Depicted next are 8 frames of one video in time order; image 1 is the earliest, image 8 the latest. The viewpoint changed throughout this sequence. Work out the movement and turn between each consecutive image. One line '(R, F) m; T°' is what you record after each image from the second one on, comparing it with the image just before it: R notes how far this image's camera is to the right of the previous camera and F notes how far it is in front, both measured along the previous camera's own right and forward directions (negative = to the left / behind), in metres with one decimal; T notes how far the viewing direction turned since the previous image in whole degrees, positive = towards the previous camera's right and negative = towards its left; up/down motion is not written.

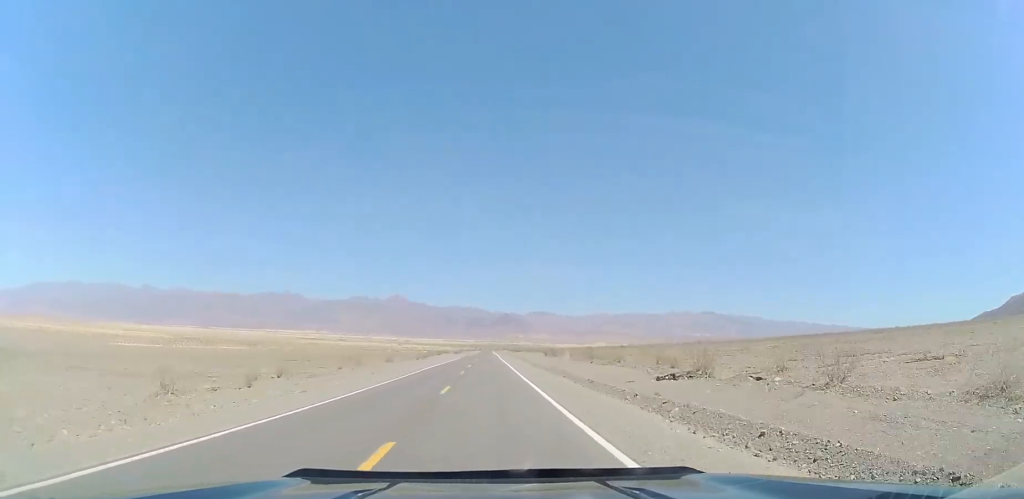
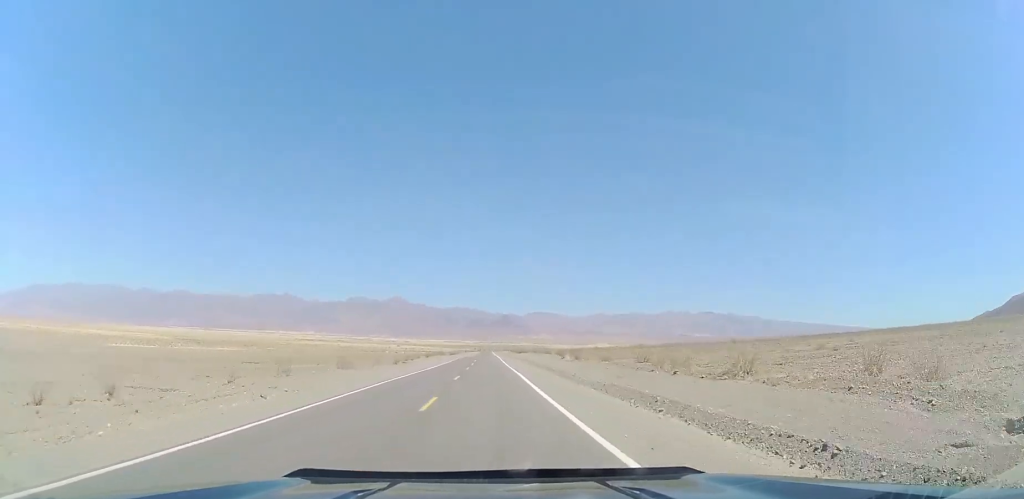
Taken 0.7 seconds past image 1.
(-0.1, +20.1) m; 0°
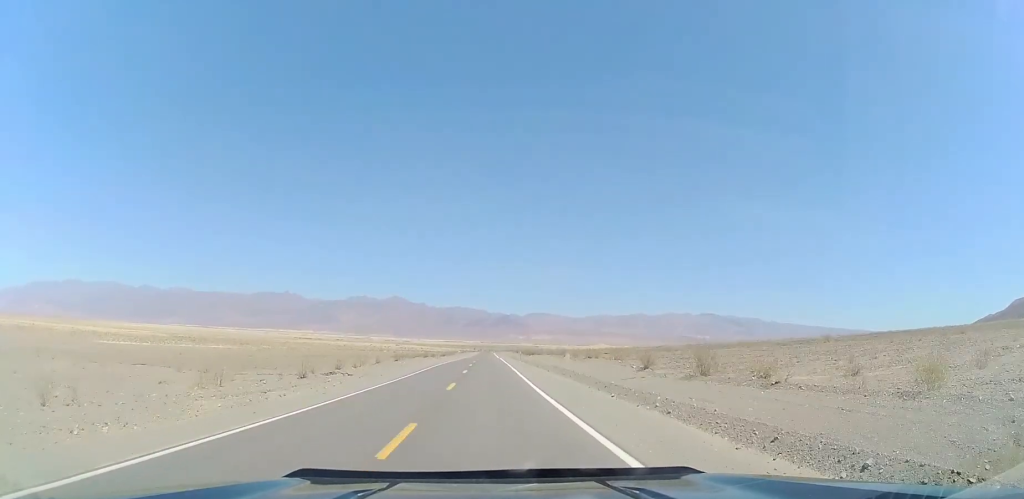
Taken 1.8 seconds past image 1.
(+0.4, +35.2) m; 0°
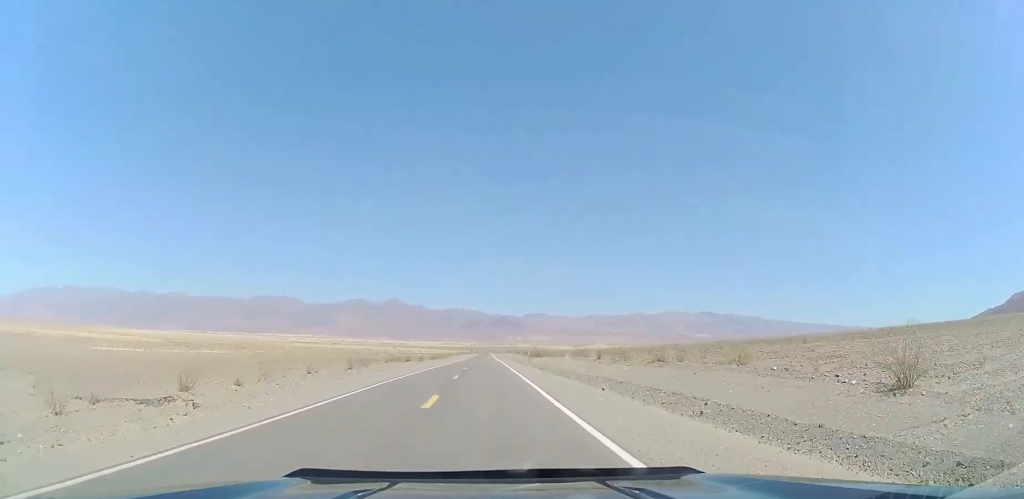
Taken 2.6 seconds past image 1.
(-0.2, +22.2) m; -1°
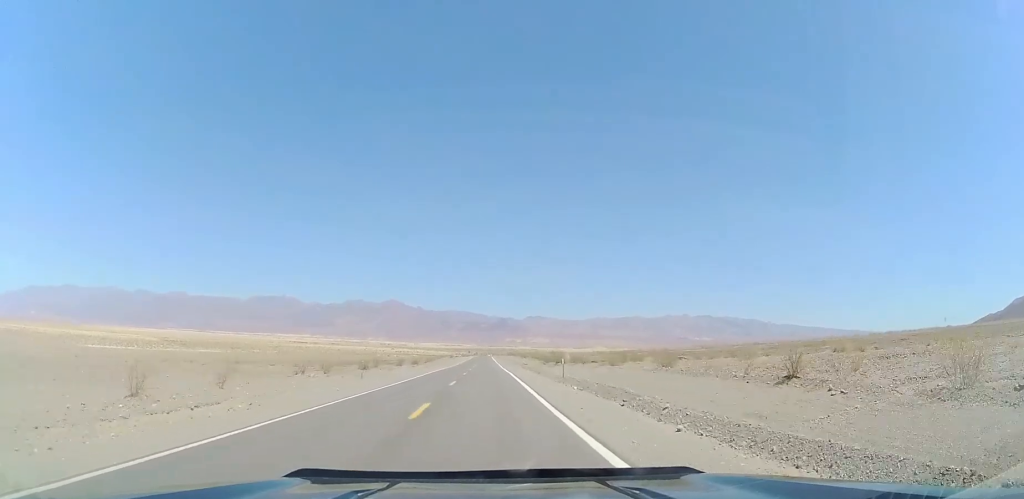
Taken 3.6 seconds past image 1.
(-0.2, +30.5) m; +1°
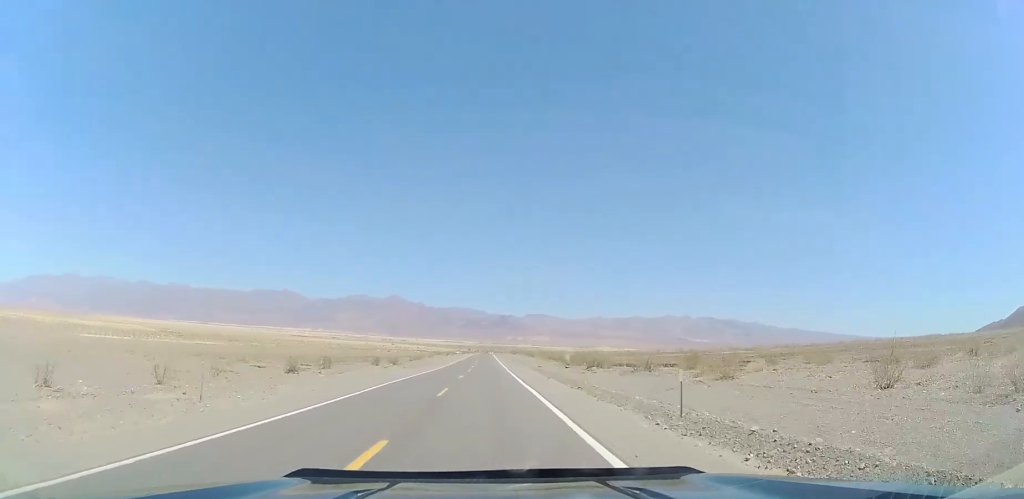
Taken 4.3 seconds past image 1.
(+0.5, +22.4) m; 0°
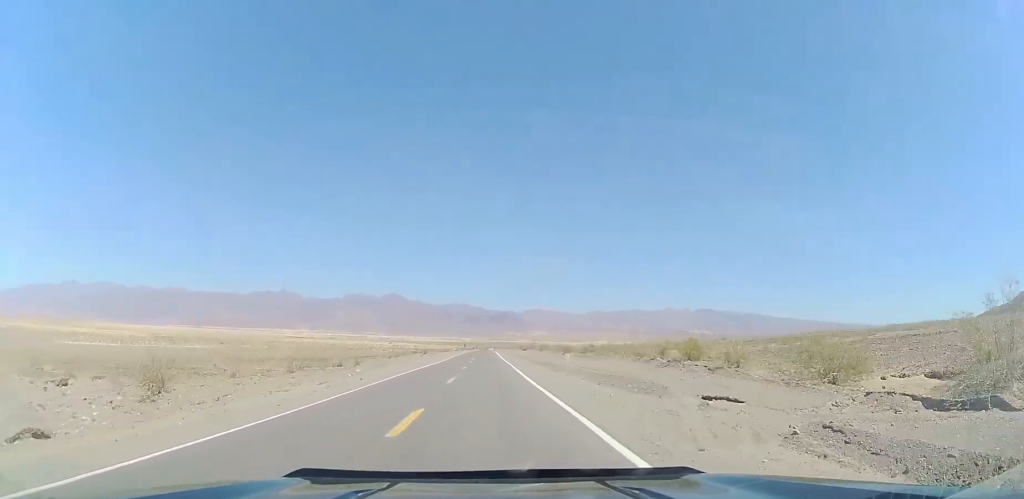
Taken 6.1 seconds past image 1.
(-0.7, +54.1) m; 0°
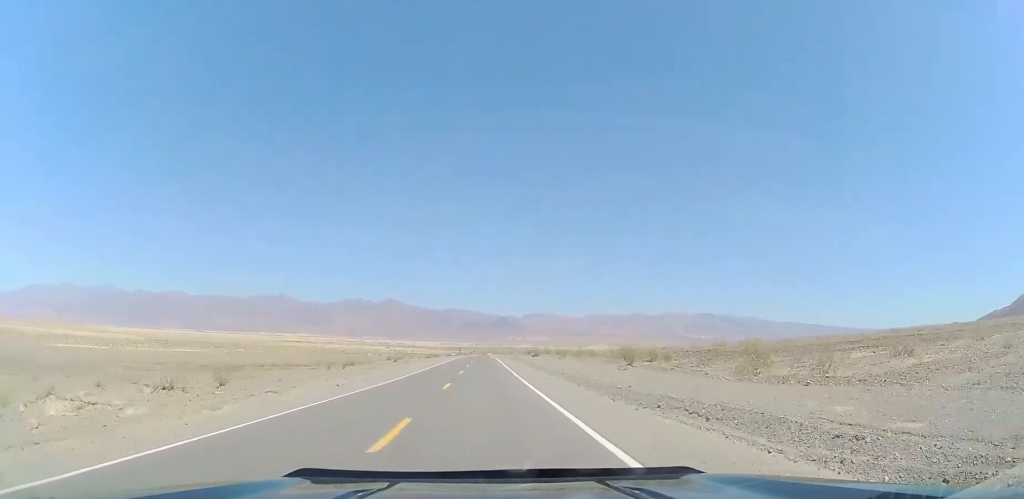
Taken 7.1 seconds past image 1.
(+0.2, +30.6) m; +1°
